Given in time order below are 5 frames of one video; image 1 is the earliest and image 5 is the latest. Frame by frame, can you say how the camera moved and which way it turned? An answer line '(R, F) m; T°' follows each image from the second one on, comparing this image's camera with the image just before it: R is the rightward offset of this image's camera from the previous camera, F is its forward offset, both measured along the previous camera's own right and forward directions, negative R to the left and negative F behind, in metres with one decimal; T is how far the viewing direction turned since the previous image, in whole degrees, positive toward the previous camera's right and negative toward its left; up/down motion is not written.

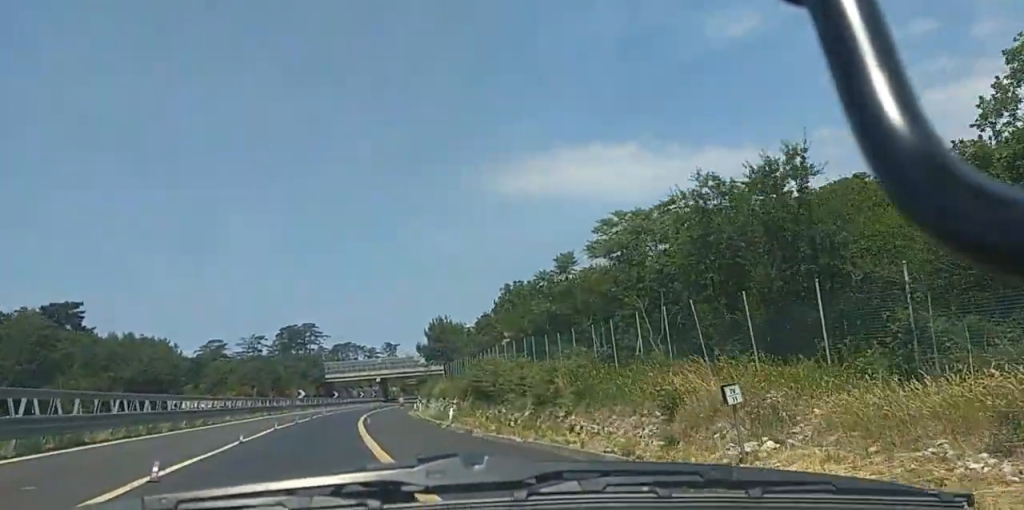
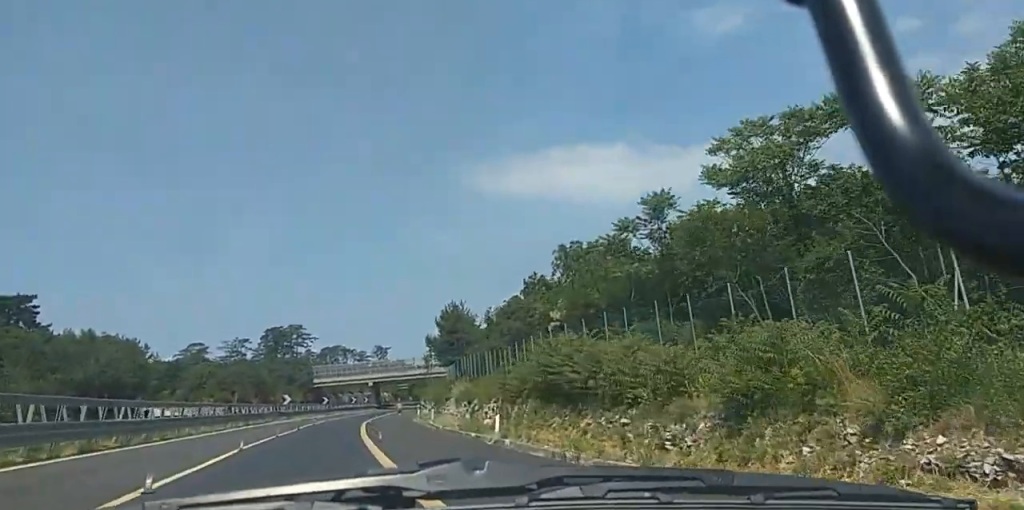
(-0.3, +12.6) m; +1°
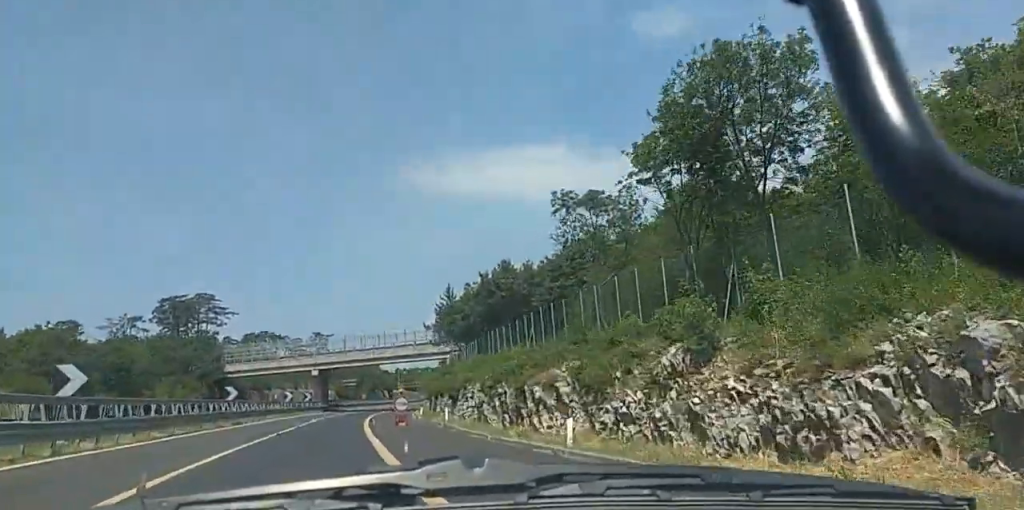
(+1.6, +59.4) m; +3°
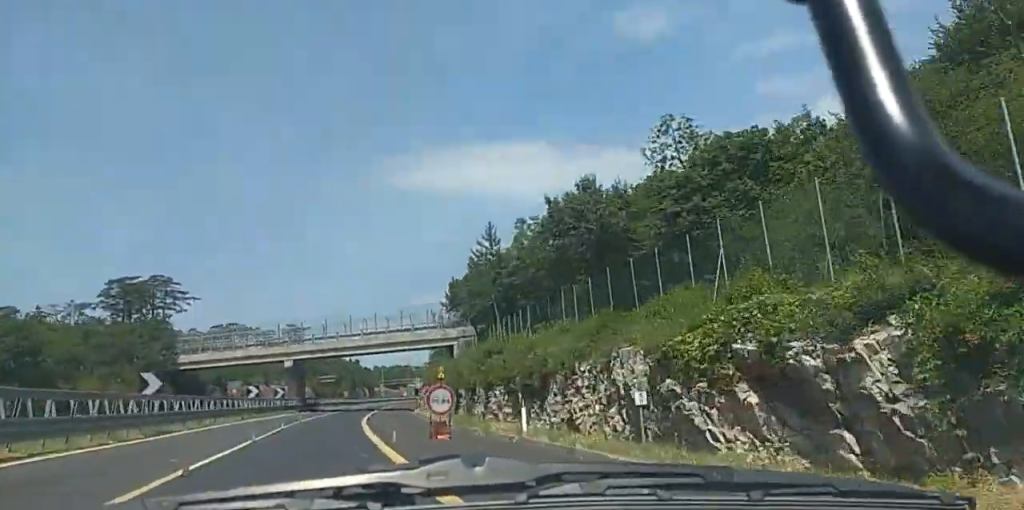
(+0.4, +19.9) m; +3°
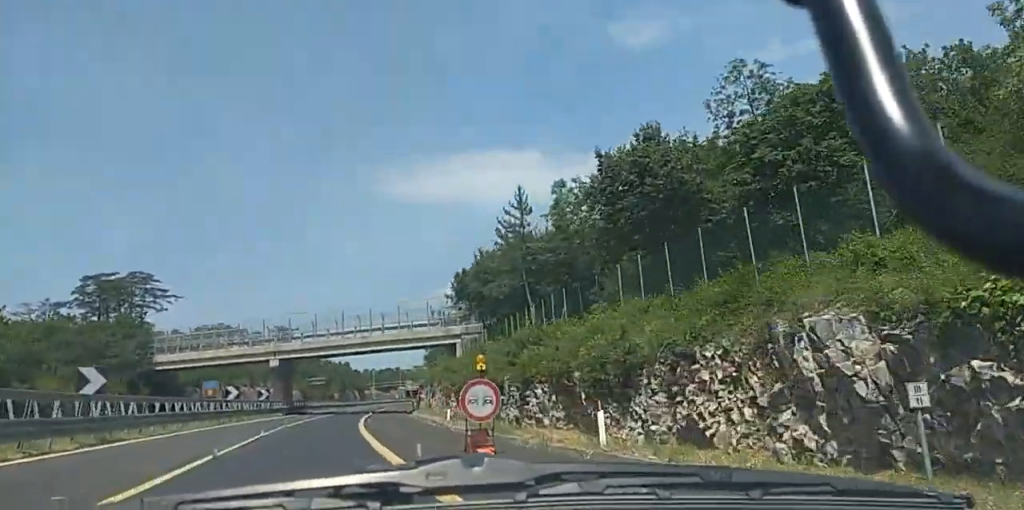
(-0.2, +7.5) m; +1°
